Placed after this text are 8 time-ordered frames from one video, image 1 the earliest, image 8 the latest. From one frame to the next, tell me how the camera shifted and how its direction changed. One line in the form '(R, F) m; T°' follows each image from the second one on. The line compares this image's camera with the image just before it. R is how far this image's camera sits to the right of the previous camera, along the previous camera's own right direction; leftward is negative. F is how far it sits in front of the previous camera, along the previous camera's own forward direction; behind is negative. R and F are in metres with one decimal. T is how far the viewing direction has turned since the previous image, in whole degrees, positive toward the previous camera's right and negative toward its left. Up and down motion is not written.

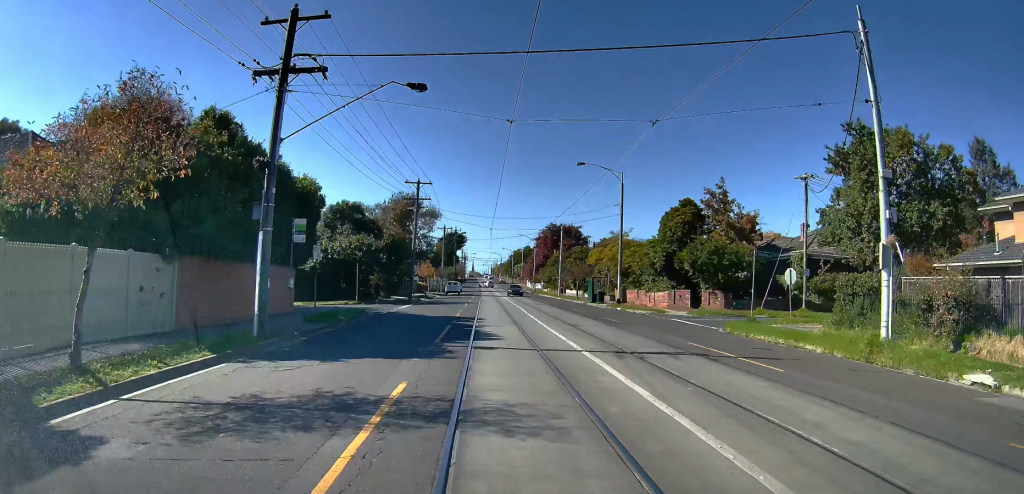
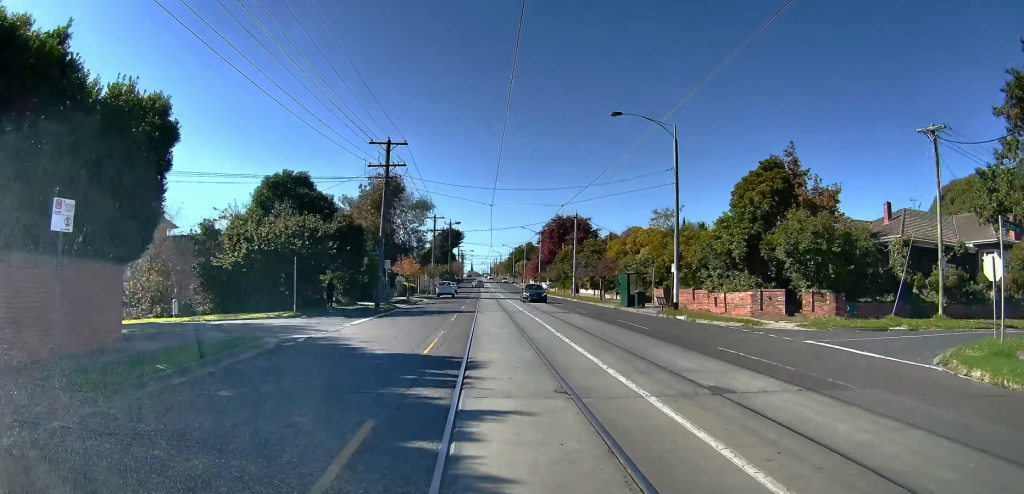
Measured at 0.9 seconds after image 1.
(+0.2, +14.2) m; -2°
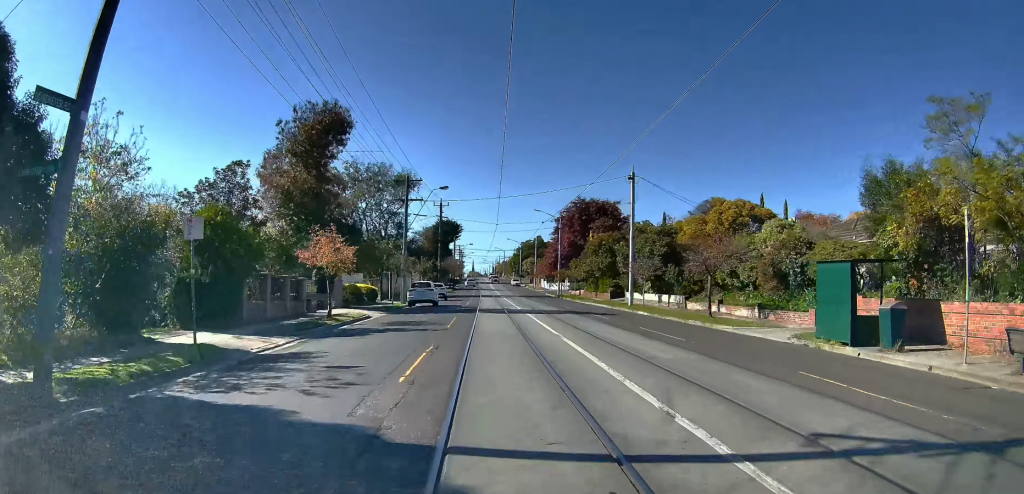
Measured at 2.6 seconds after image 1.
(-0.9, +26.6) m; -1°
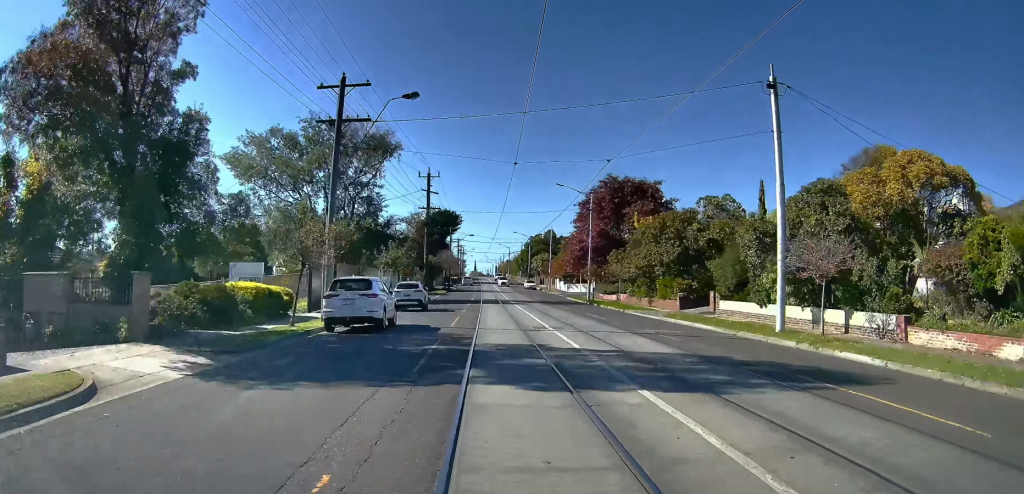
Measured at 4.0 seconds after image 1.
(-0.2, +22.8) m; -1°
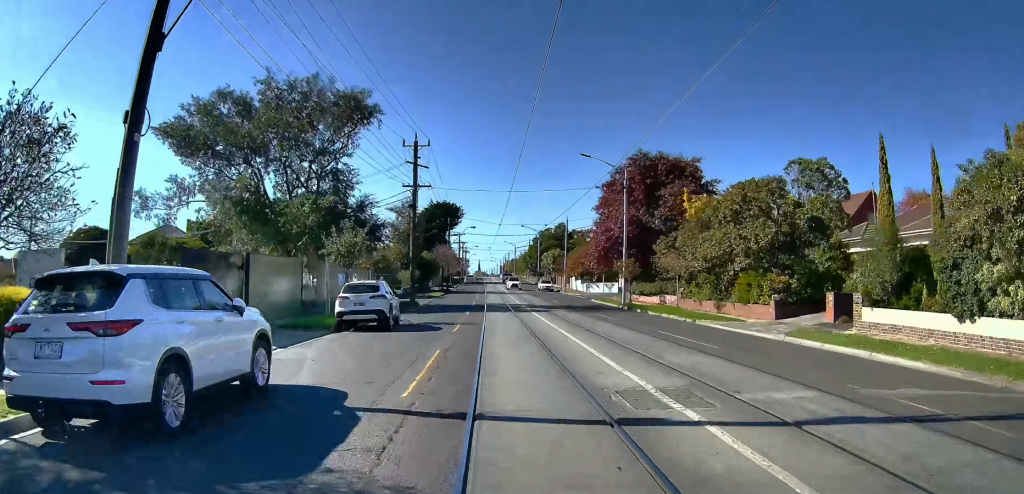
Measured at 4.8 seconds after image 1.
(-0.1, +14.2) m; +1°
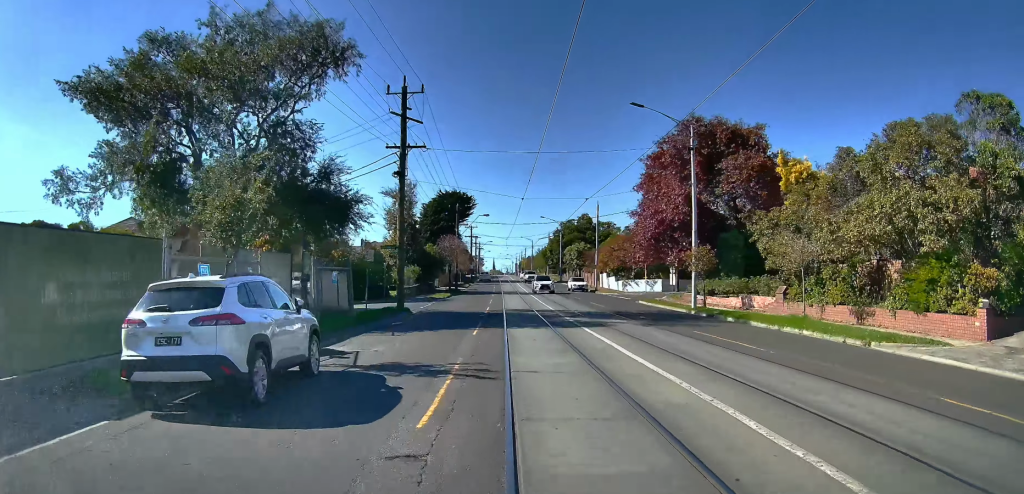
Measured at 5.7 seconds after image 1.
(+0.2, +13.5) m; +1°
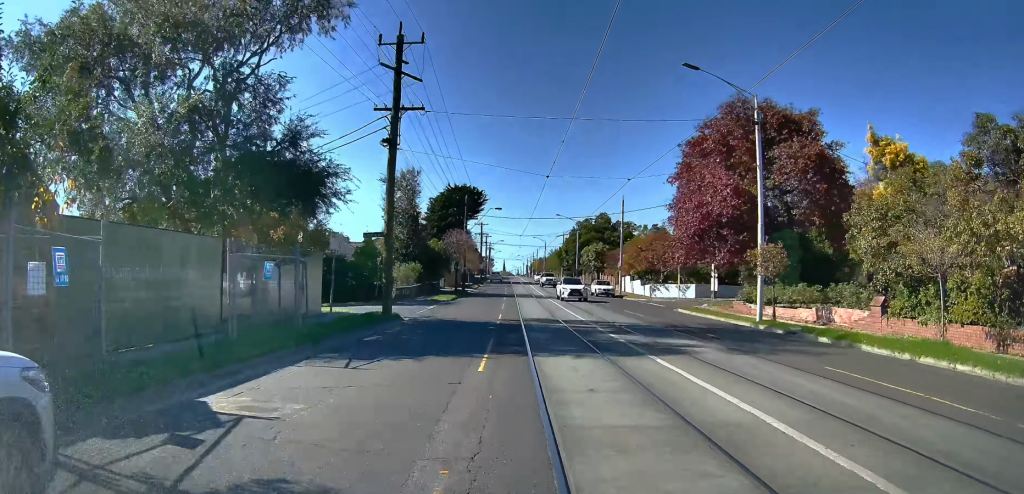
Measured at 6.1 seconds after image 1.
(0.0, +7.5) m; +1°
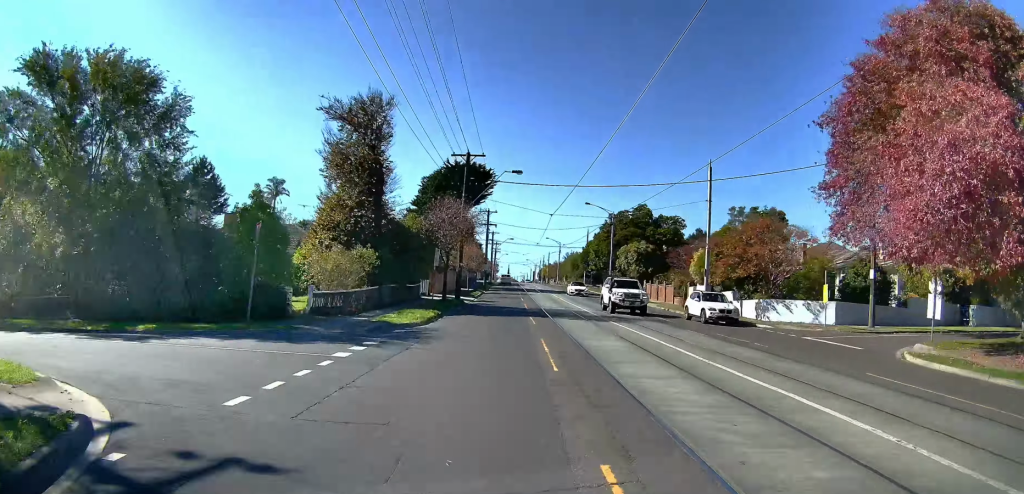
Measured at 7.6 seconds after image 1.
(+0.6, +23.1) m; +2°
